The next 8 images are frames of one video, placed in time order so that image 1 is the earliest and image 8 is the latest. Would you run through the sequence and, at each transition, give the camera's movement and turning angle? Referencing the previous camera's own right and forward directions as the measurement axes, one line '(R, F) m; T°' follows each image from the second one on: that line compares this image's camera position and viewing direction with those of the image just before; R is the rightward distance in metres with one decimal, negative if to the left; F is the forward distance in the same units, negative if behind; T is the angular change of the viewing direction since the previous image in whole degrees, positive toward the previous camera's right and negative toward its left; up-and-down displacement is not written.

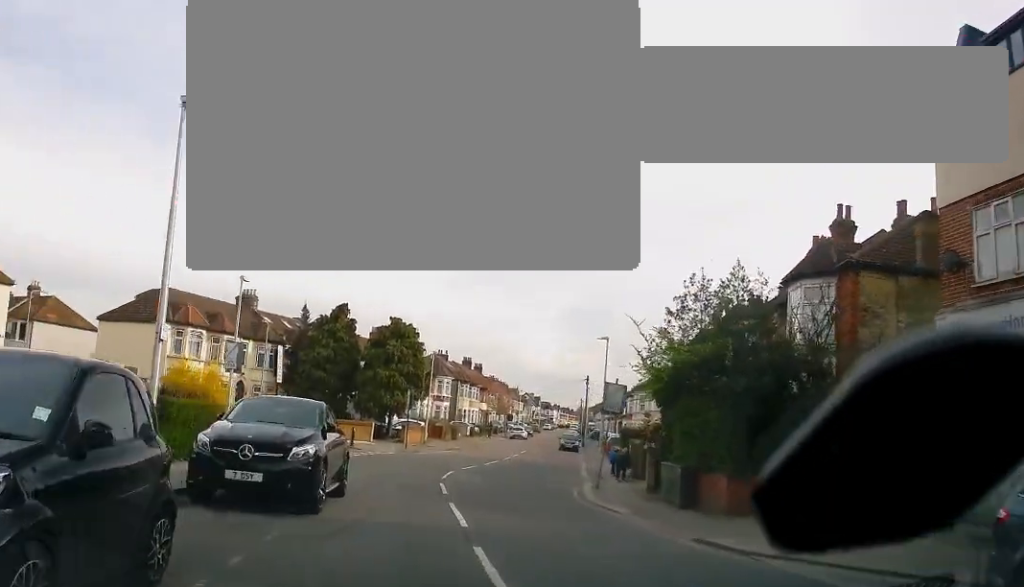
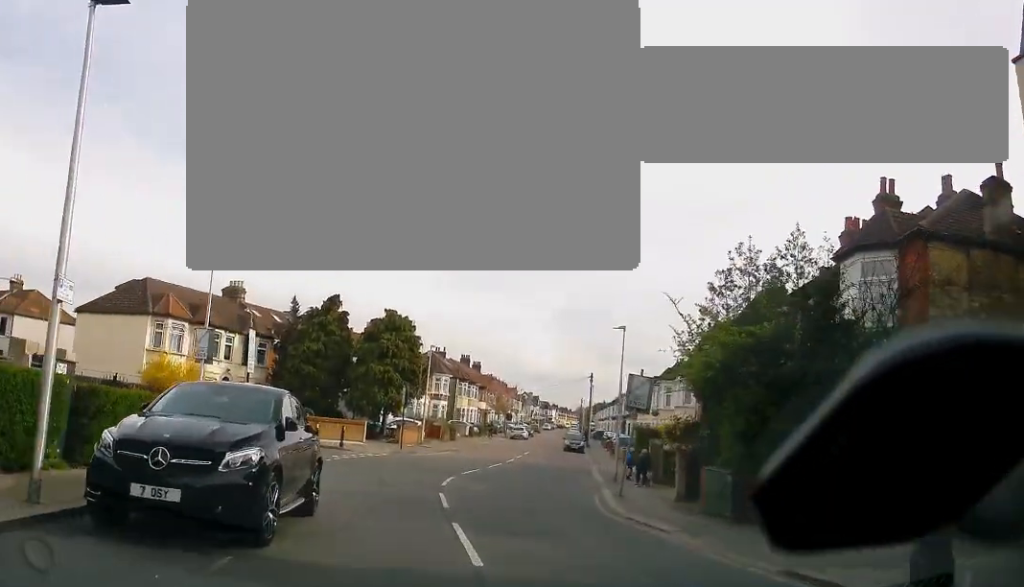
(0.0, +3.1) m; -1°
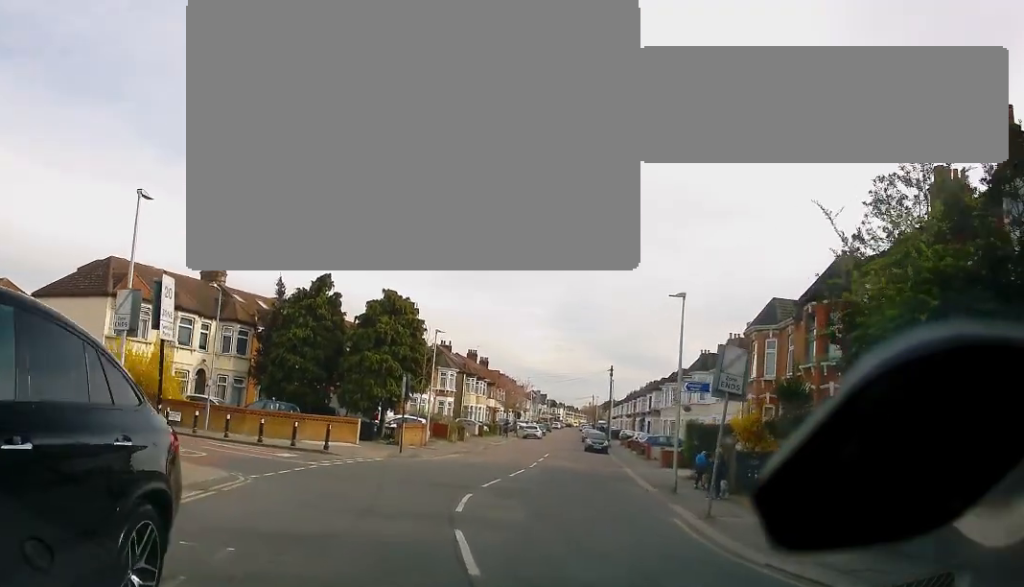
(-0.2, +6.2) m; -5°
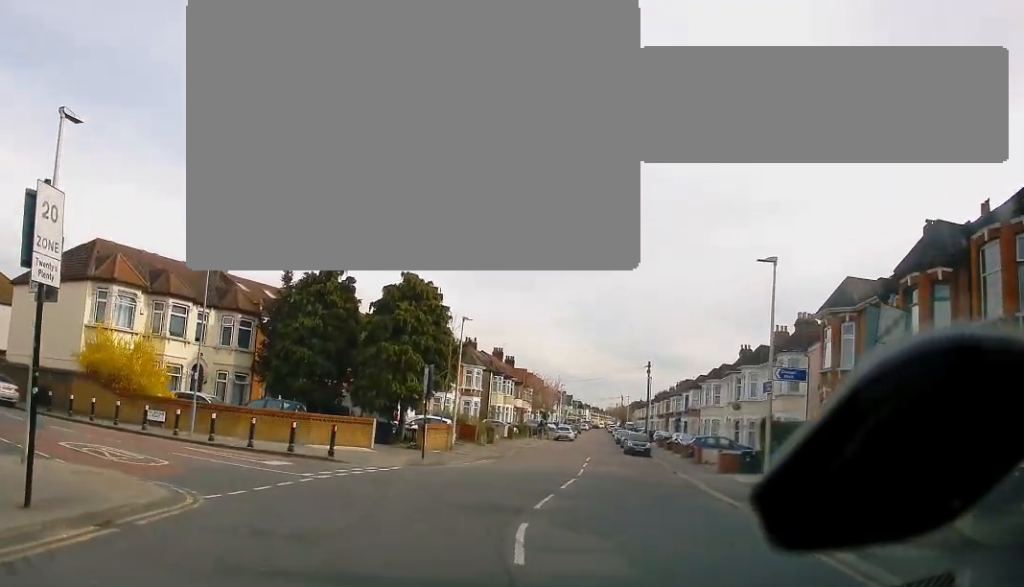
(-0.2, +4.7) m; -3°
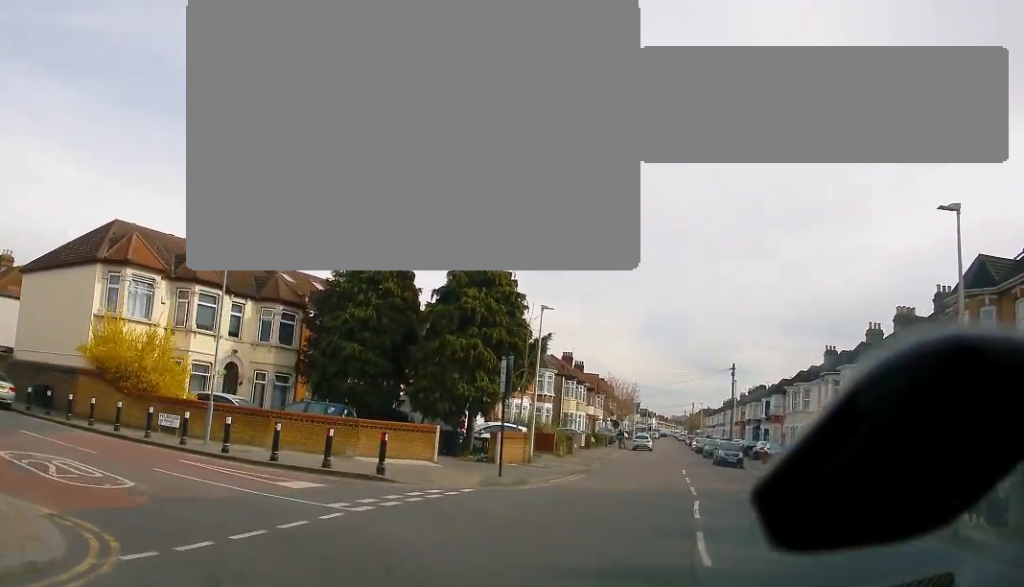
(-0.1, +5.1) m; -3°
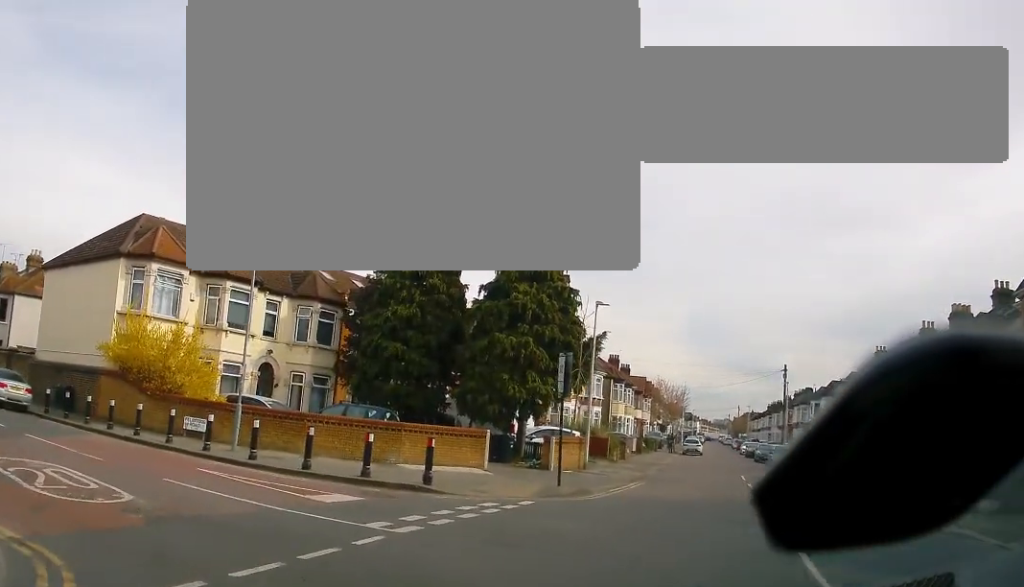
(0.0, +1.7) m; -2°
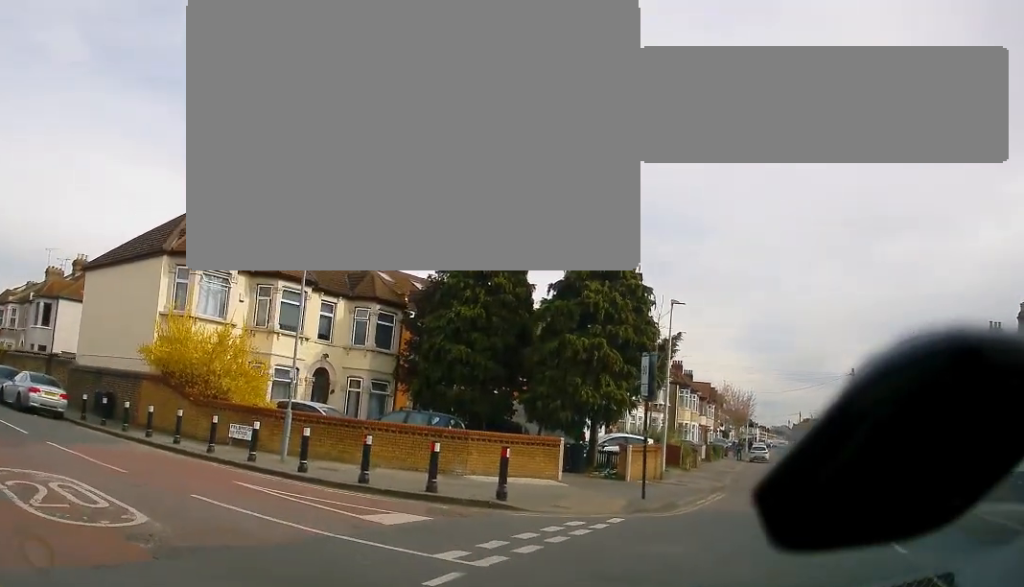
(0.0, +1.7) m; -3°
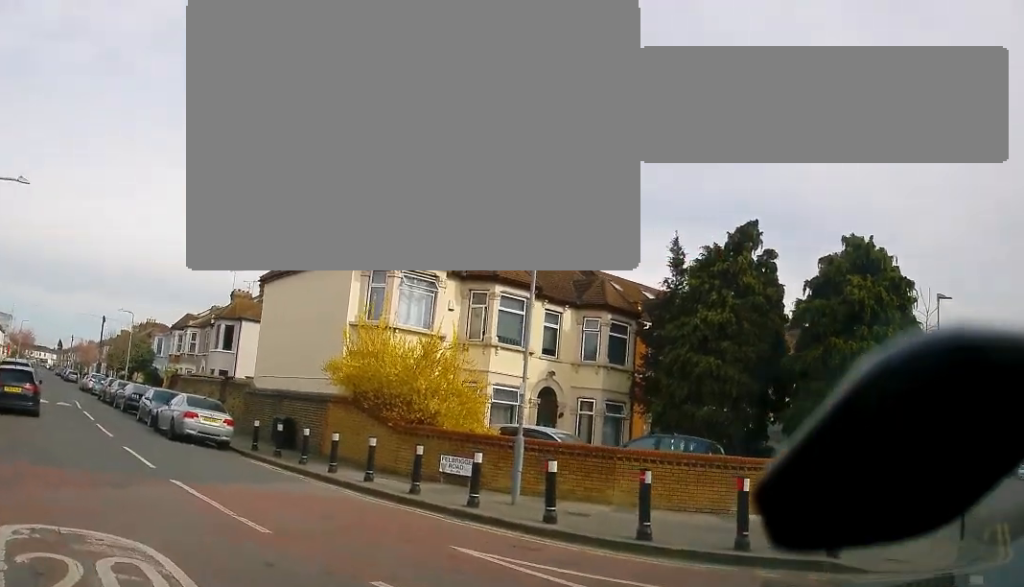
(-0.7, +4.4) m; -21°
